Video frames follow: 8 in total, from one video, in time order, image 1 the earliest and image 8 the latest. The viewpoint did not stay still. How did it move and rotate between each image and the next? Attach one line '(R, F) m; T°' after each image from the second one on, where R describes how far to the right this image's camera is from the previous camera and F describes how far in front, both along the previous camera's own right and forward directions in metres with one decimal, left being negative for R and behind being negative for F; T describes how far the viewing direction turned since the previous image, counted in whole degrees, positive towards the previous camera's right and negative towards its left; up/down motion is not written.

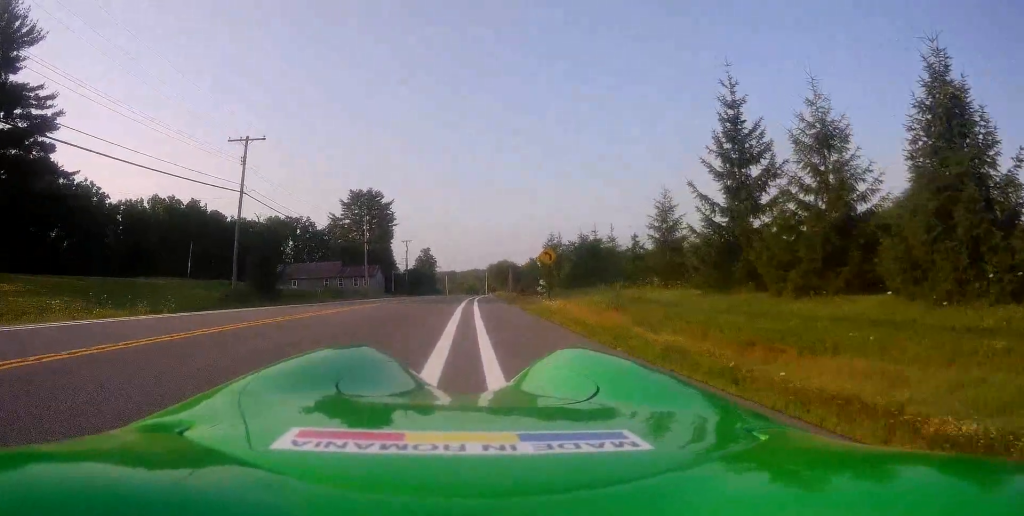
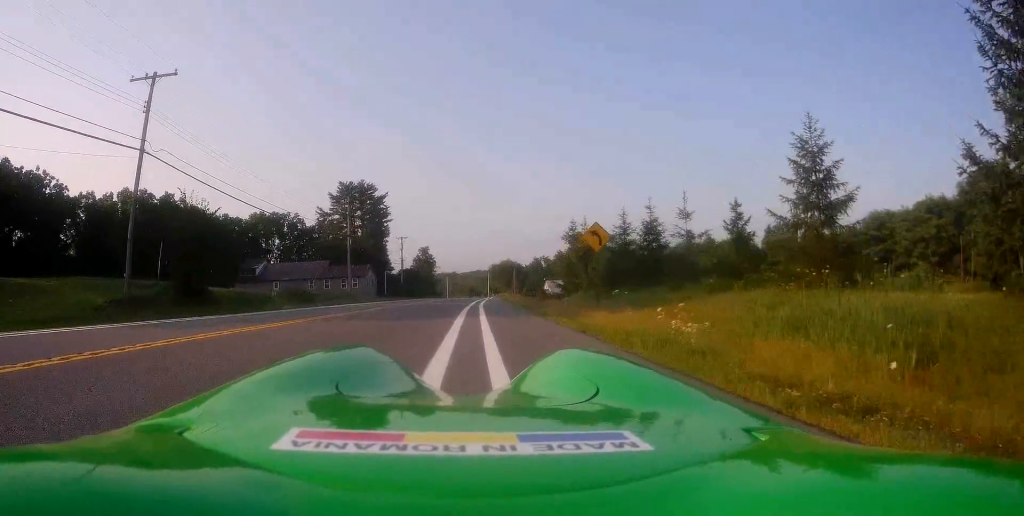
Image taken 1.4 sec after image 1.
(-0.5, +11.8) m; -1°
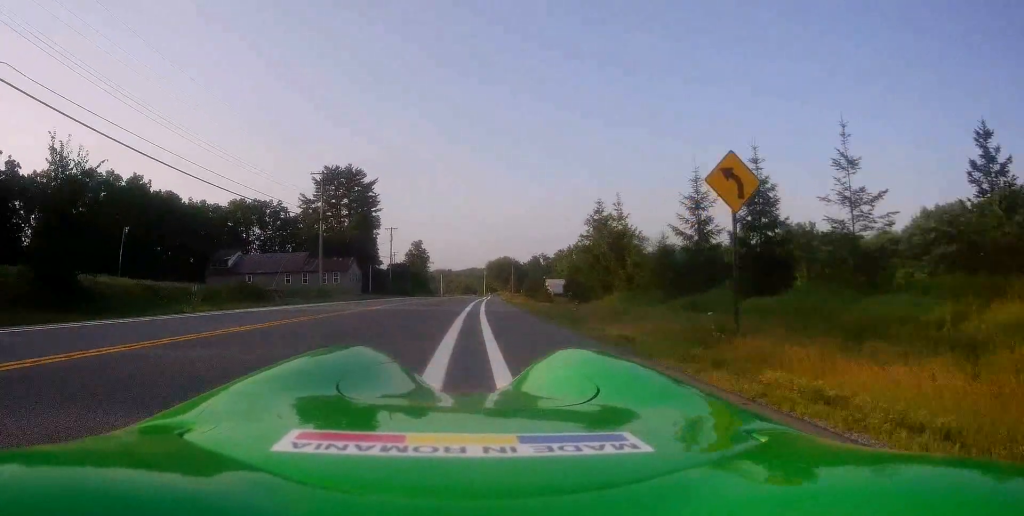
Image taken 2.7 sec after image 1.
(+0.5, +11.3) m; +3°
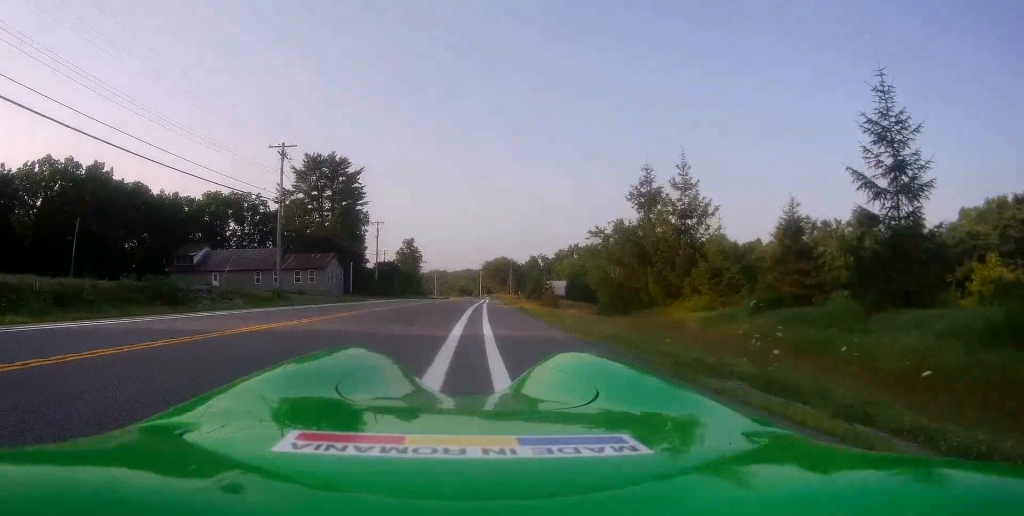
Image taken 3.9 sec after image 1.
(0.0, +11.2) m; 0°
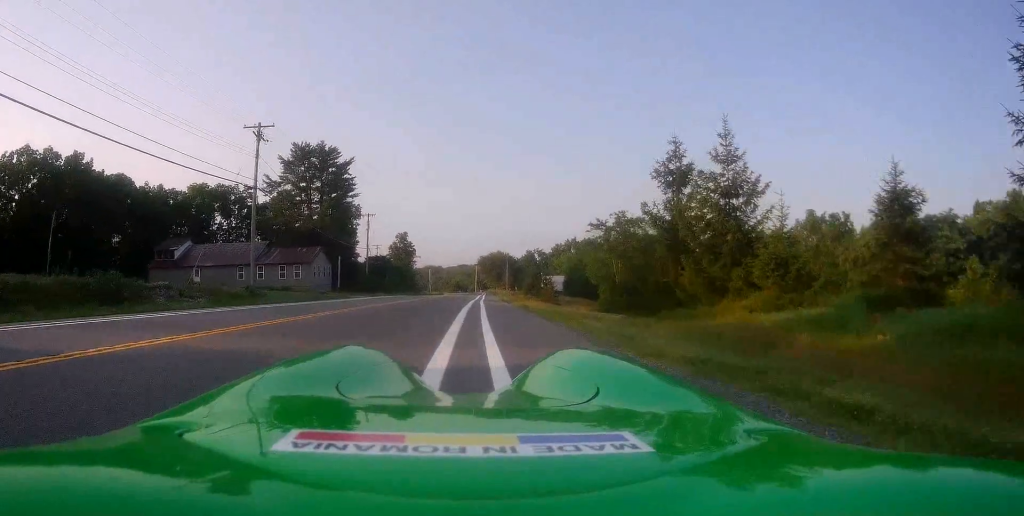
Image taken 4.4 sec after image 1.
(0.0, +4.5) m; 0°
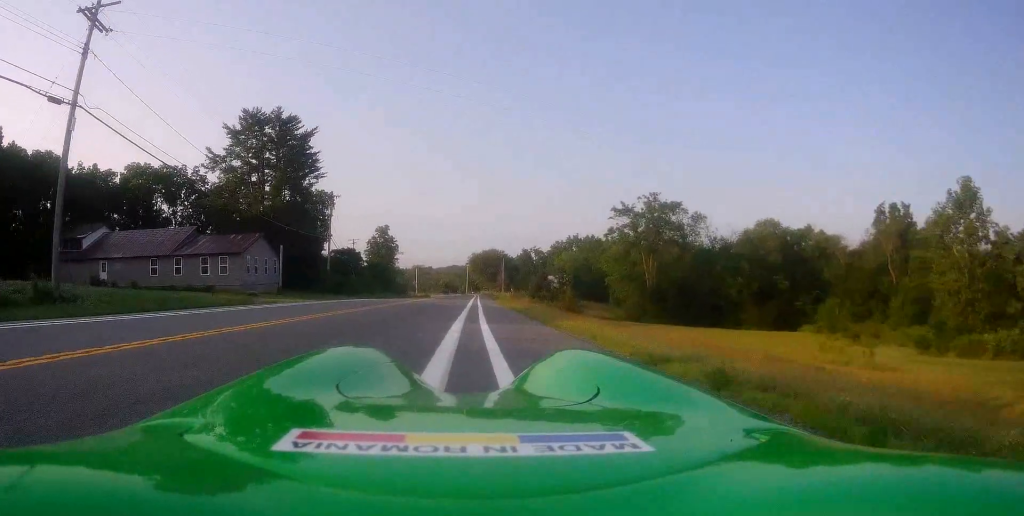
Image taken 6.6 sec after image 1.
(0.0, +20.5) m; 0°
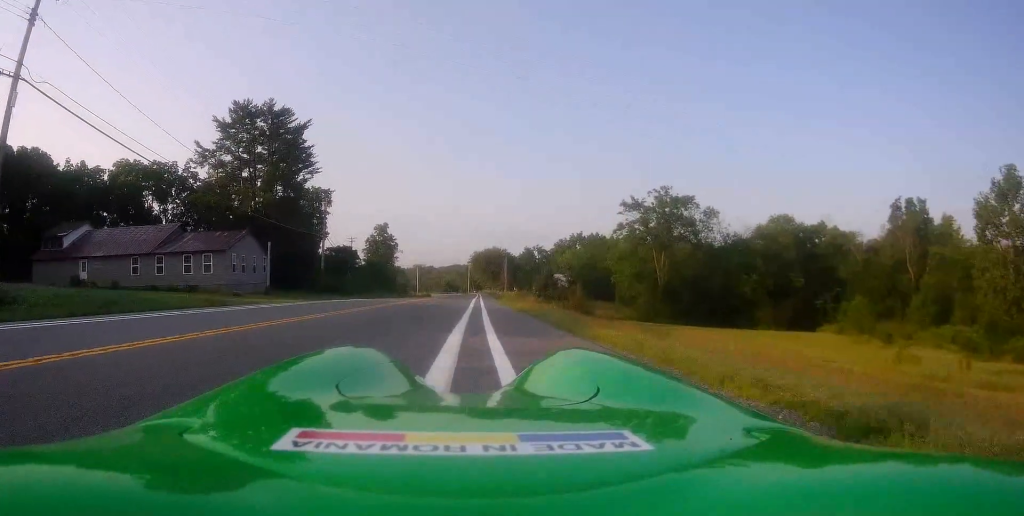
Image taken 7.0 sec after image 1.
(0.0, +4.1) m; 0°
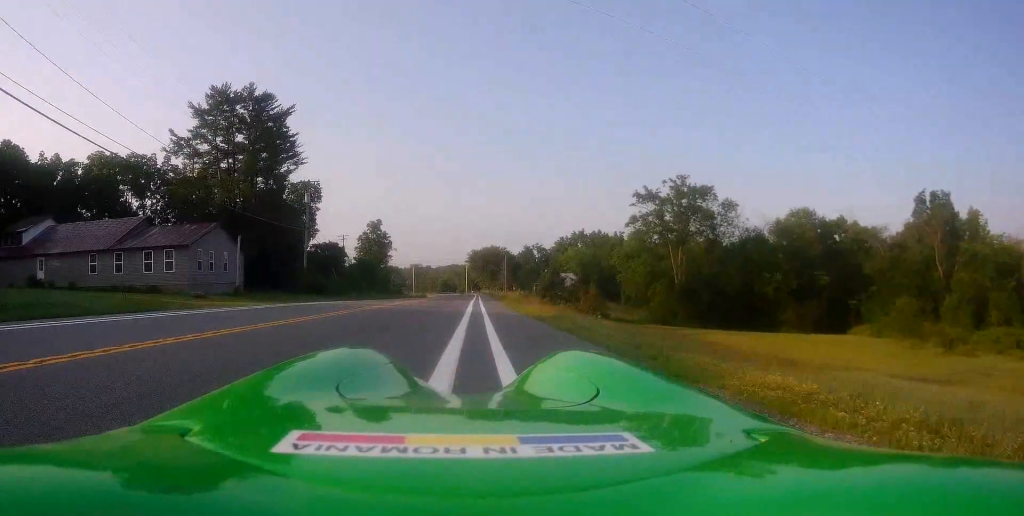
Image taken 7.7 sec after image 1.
(0.0, +6.6) m; 0°
